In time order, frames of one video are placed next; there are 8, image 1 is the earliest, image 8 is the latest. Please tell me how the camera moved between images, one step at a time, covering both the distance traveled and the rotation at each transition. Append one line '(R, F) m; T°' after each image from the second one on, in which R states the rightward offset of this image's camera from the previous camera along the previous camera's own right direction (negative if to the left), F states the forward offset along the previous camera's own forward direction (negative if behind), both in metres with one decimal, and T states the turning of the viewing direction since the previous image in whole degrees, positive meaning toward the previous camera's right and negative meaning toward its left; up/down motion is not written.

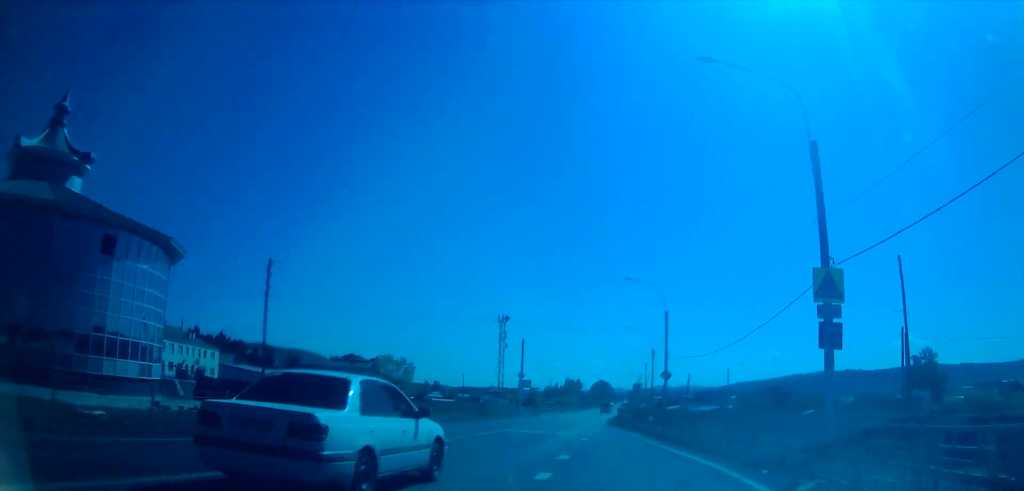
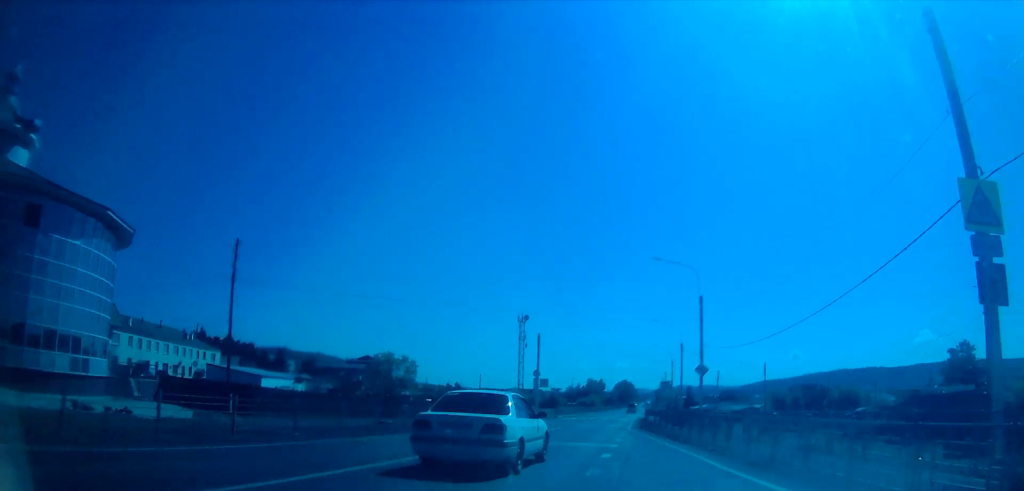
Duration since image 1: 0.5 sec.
(-0.1, +7.0) m; -1°
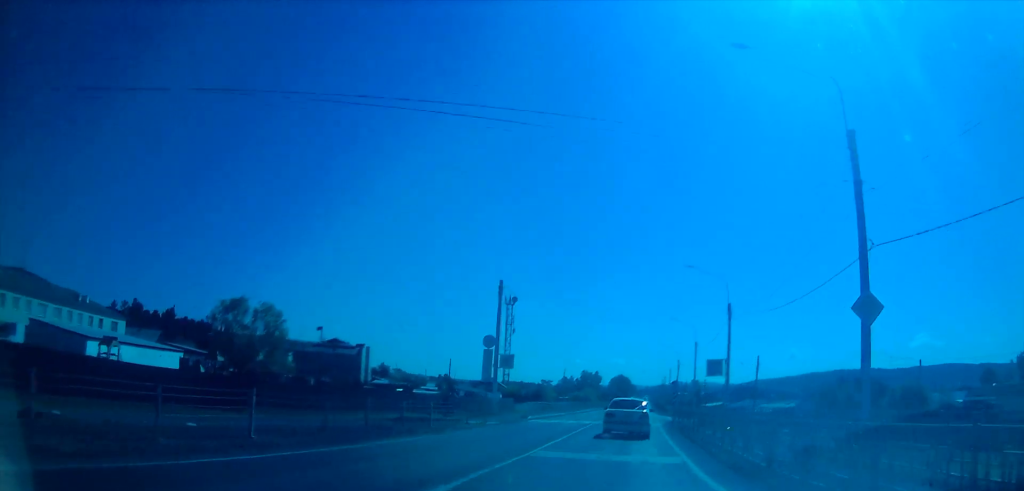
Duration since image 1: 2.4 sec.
(-0.6, +26.1) m; -1°
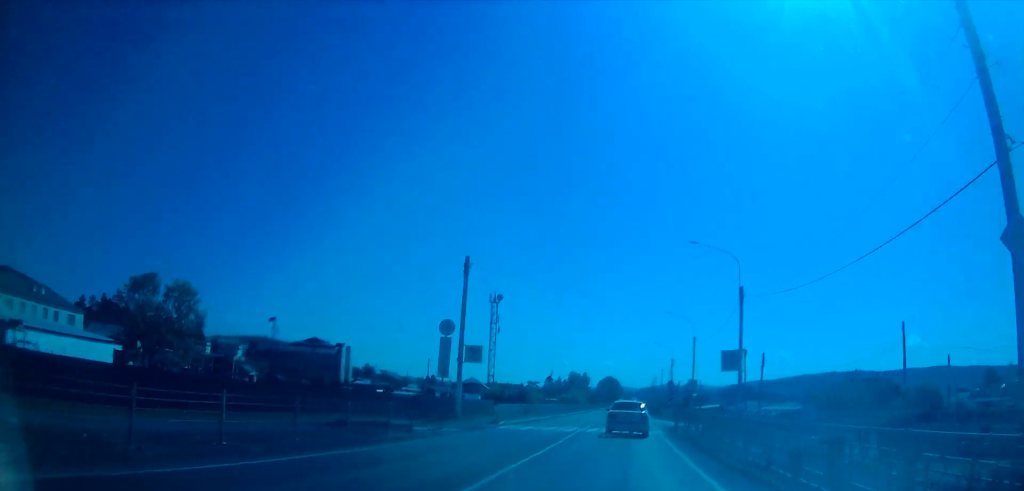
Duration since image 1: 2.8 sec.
(0.0, +7.1) m; +1°
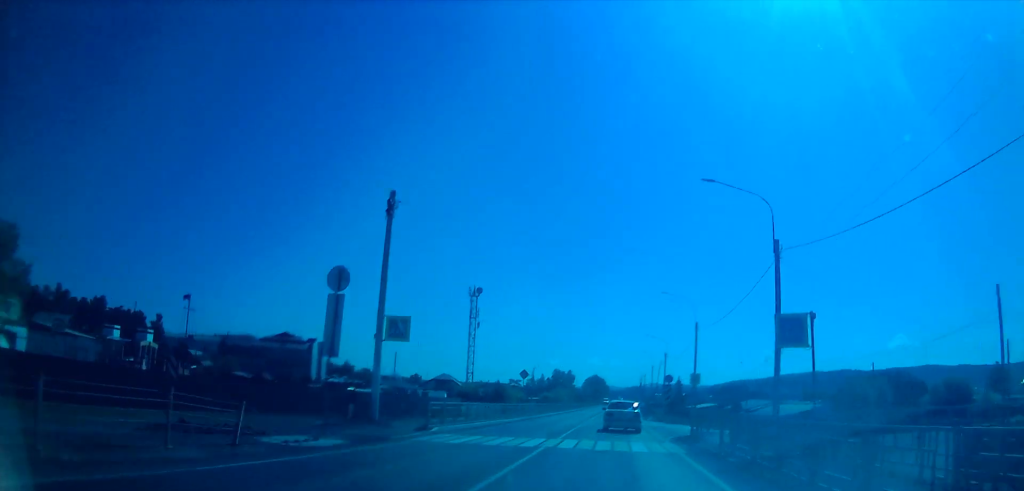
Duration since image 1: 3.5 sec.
(+0.2, +10.6) m; +1°
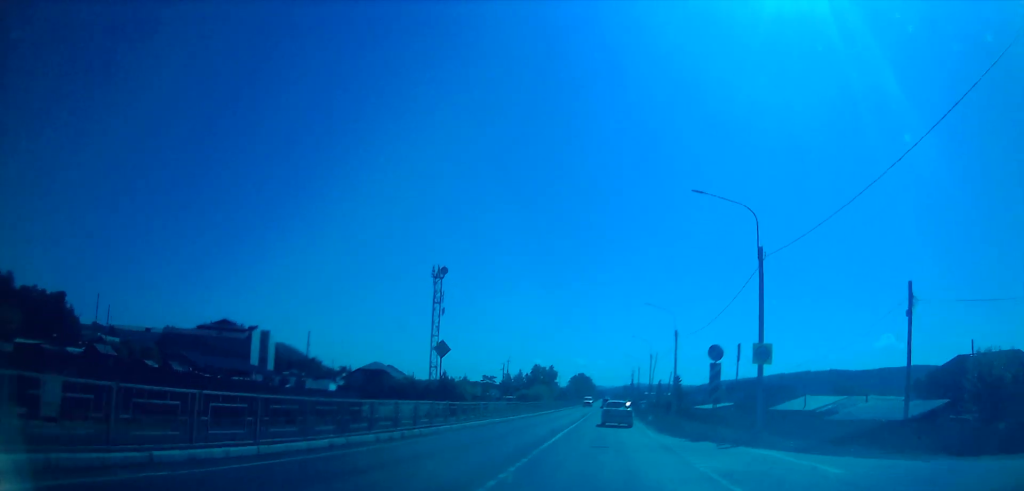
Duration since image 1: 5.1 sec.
(+0.5, +26.8) m; +1°
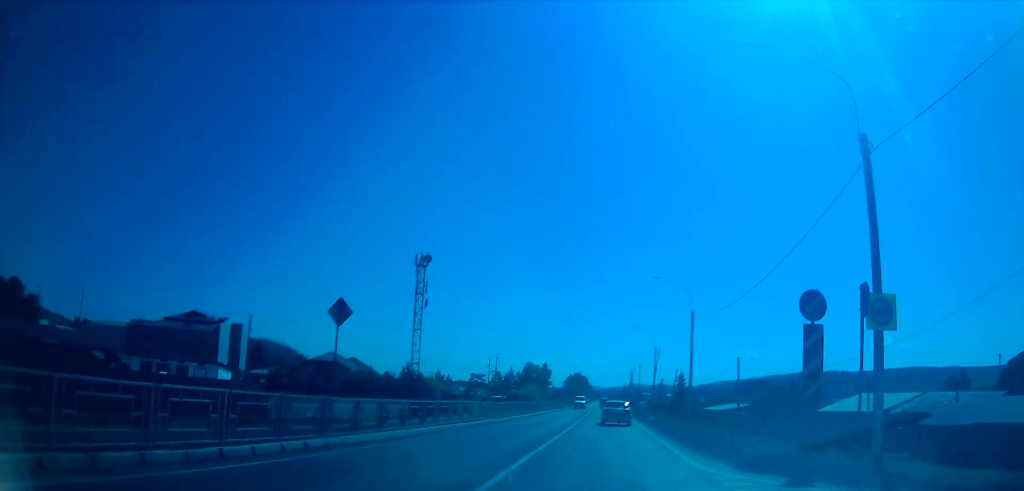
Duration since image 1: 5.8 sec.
(0.0, +12.8) m; 0°
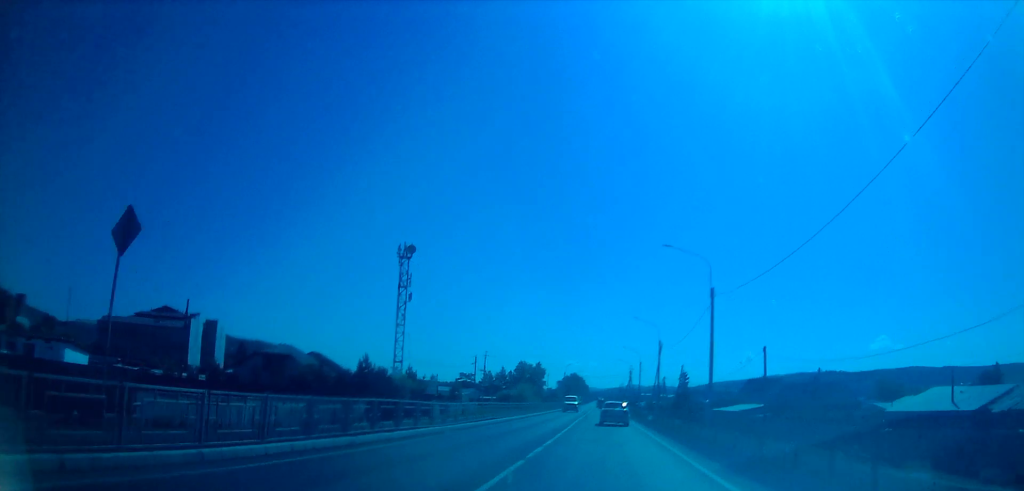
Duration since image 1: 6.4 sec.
(0.0, +10.5) m; 0°
